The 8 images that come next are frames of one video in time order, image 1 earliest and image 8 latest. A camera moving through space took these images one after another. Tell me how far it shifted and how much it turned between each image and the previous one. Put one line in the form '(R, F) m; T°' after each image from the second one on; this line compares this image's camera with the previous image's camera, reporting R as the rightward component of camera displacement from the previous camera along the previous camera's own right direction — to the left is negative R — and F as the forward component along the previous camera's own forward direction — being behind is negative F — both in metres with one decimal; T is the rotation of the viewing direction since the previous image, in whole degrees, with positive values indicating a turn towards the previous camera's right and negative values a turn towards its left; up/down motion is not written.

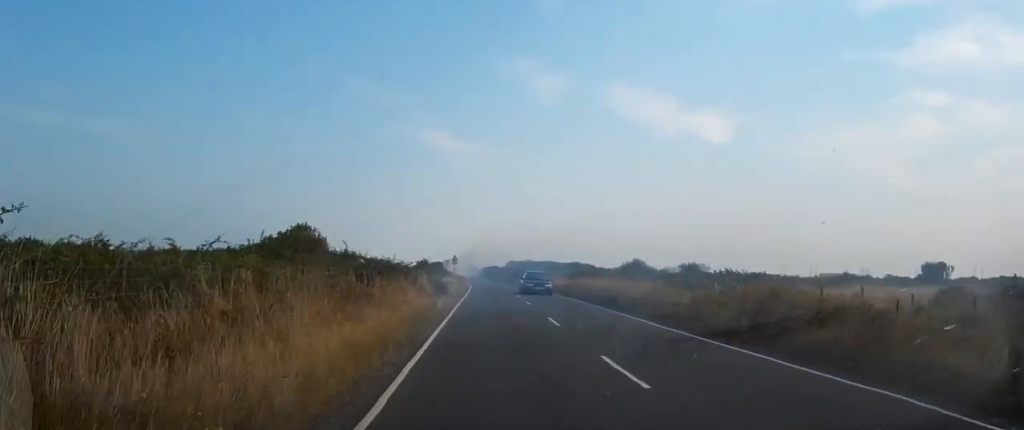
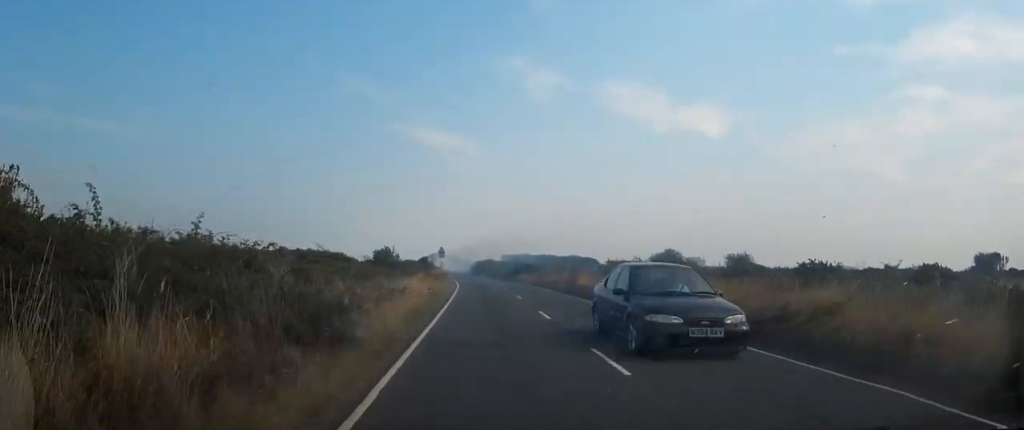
(+0.1, +18.2) m; +1°
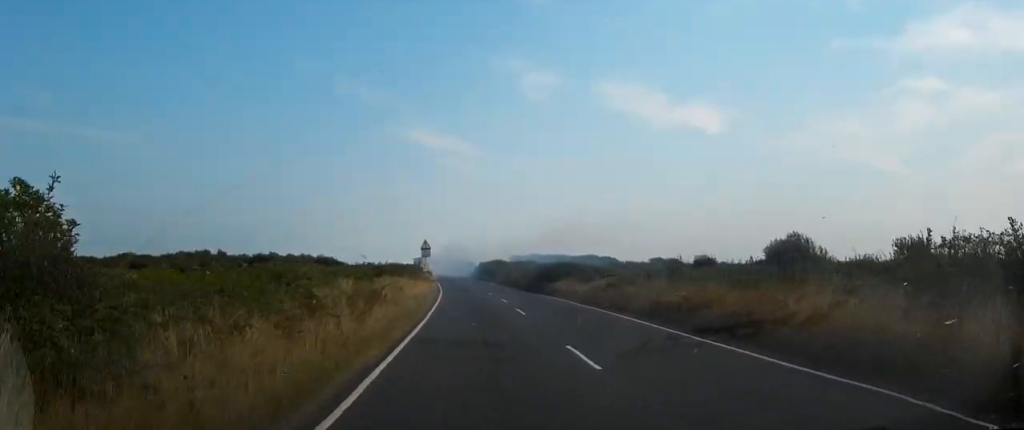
(+0.2, +27.0) m; -1°
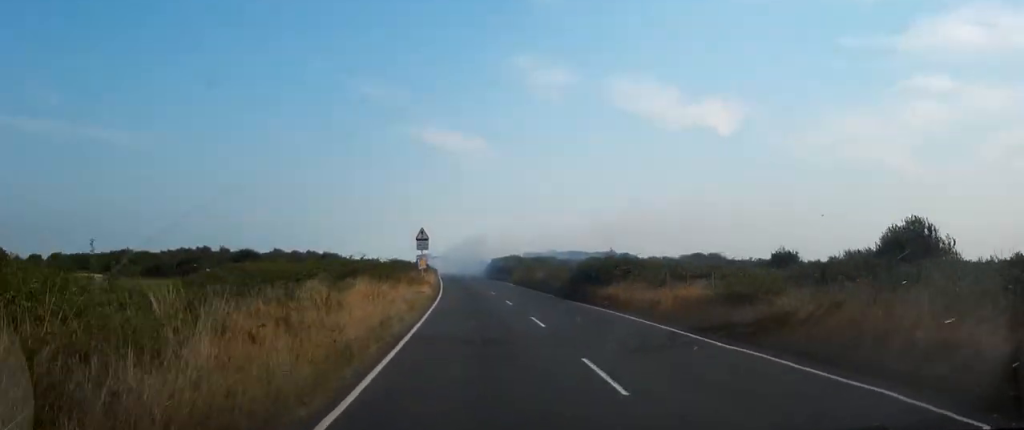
(-0.2, +11.5) m; -1°
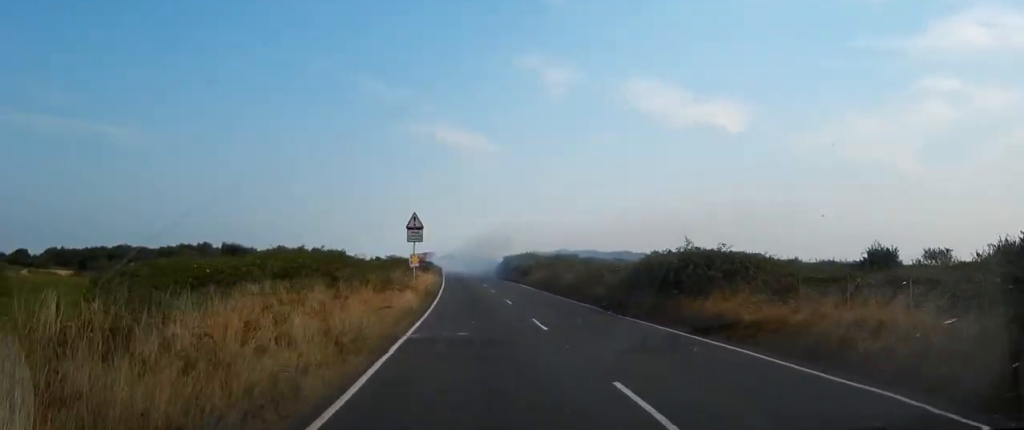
(-0.2, +9.1) m; 0°
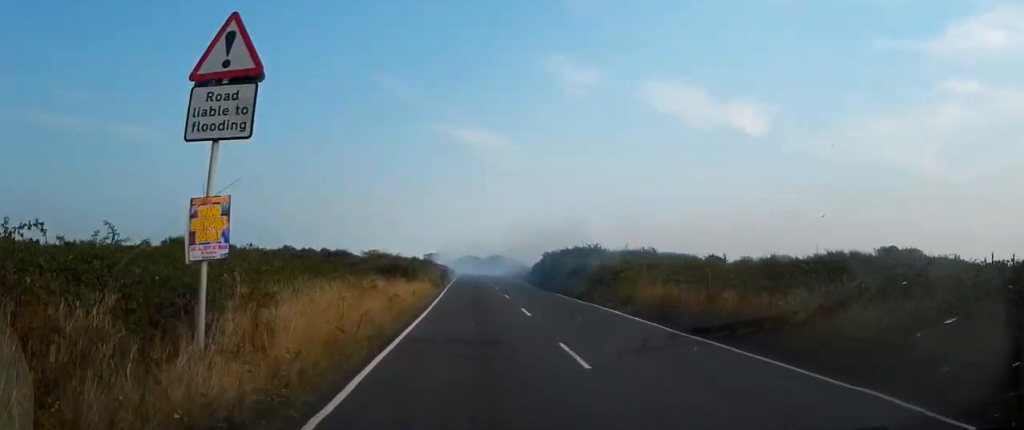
(0.0, +23.2) m; -2°
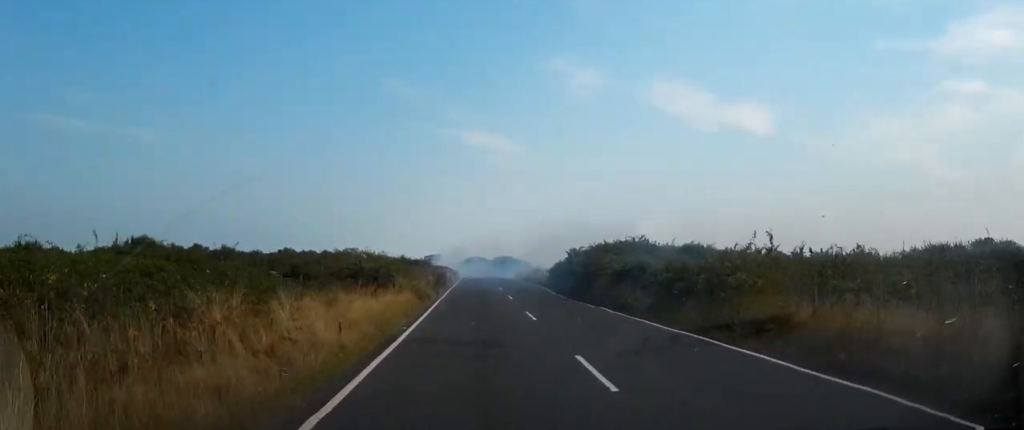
(-0.2, +9.6) m; -1°
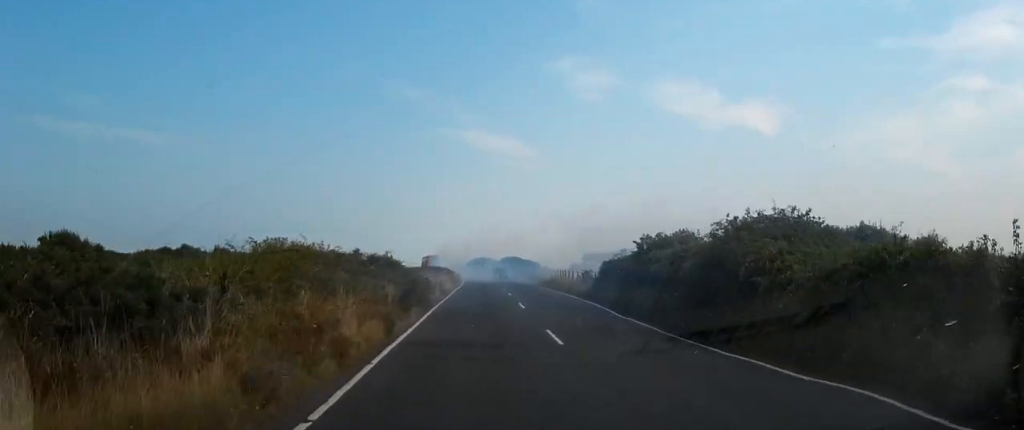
(-0.1, +14.1) m; -1°
